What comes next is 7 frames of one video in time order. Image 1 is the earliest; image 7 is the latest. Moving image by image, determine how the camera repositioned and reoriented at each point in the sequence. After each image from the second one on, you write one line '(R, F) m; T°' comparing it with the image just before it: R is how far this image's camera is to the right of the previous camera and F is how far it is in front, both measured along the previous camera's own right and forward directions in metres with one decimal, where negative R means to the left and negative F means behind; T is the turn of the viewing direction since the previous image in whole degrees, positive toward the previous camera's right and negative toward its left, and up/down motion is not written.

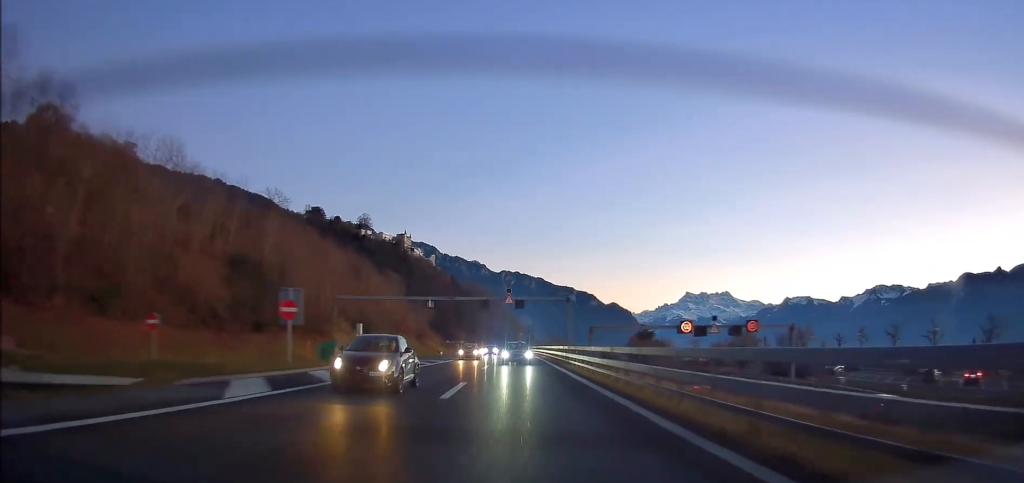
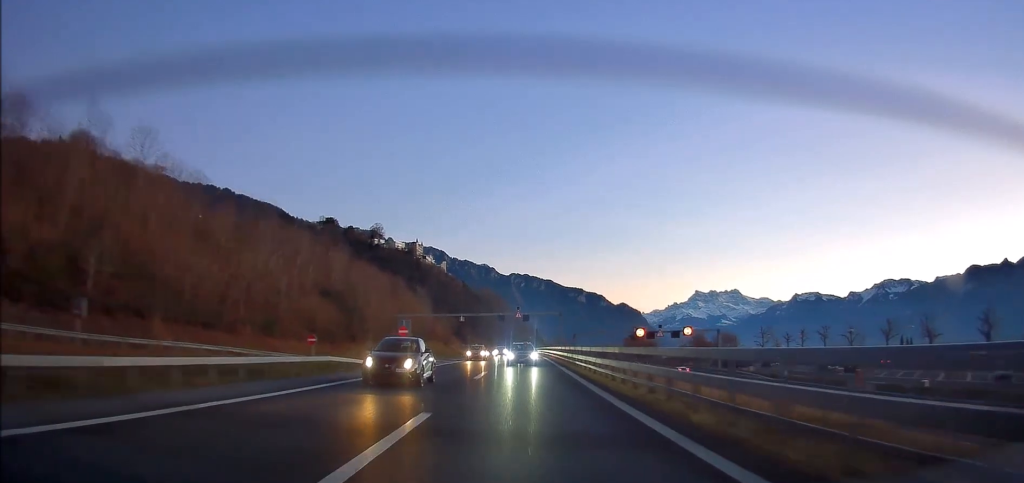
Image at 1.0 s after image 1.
(0.0, +26.9) m; -1°
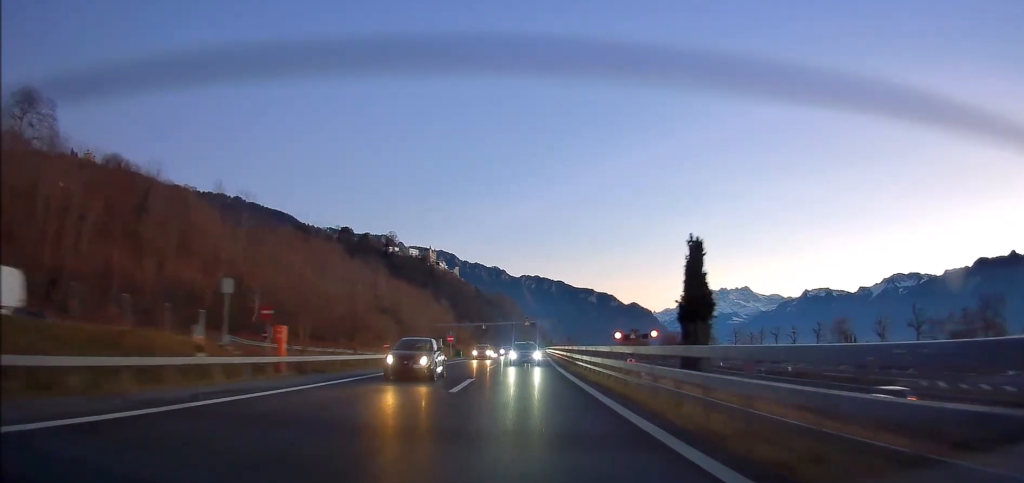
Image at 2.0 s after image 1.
(-0.3, +28.7) m; -1°
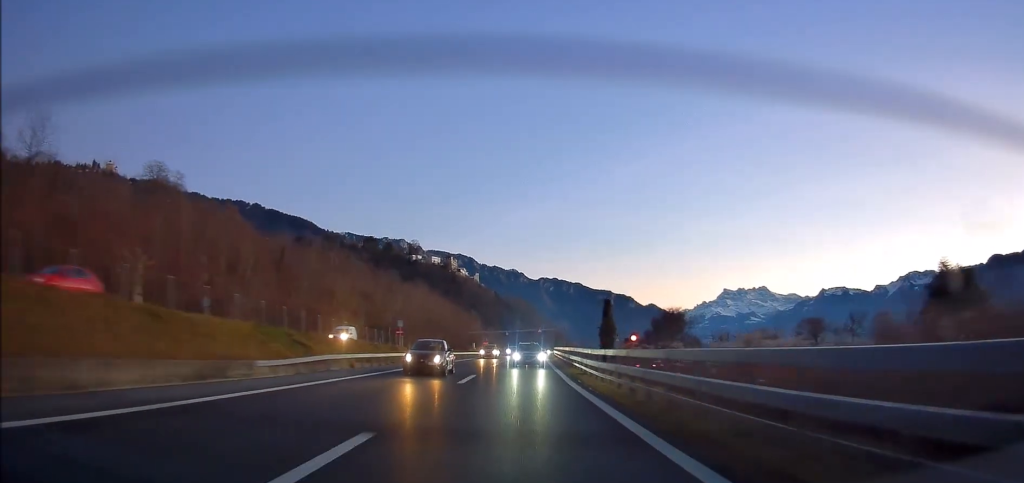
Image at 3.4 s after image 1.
(-0.5, +39.8) m; -2°
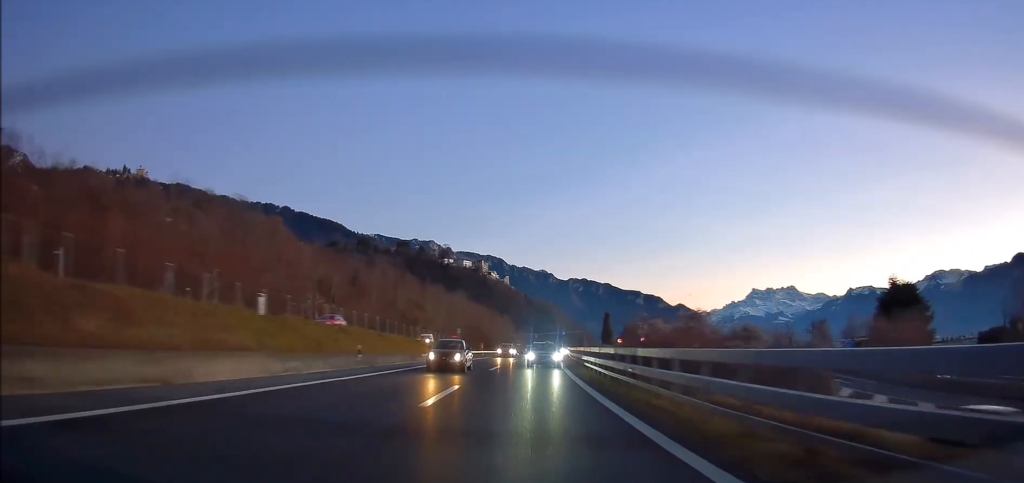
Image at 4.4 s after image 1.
(-0.2, +27.9) m; -2°
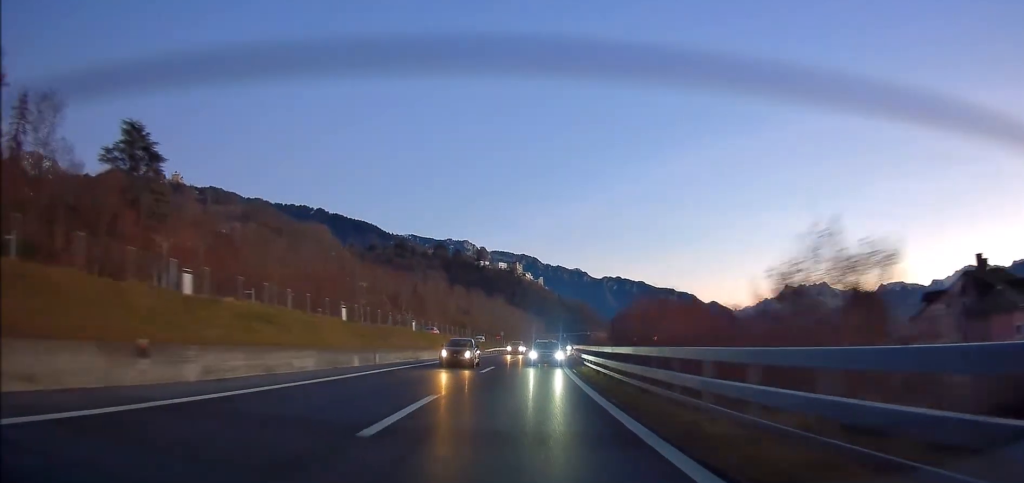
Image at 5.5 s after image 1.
(-0.8, +30.6) m; -3°
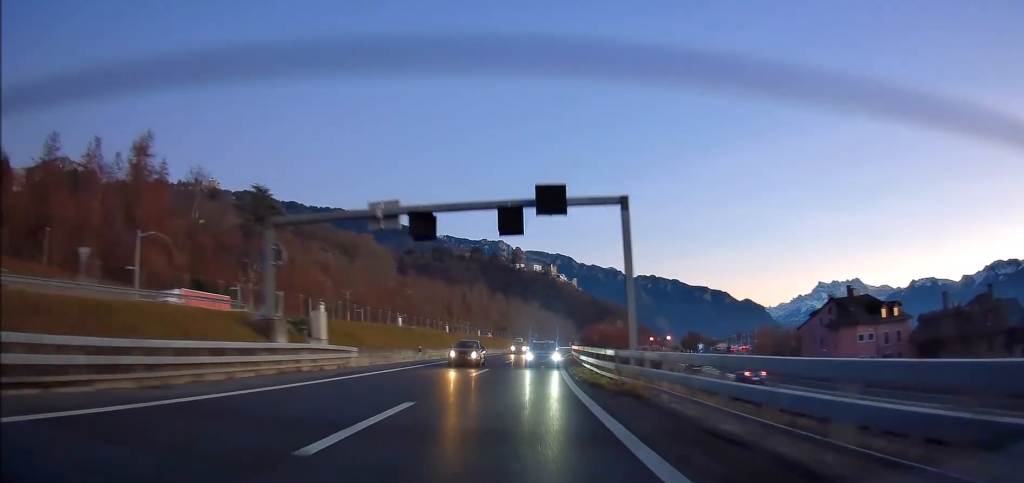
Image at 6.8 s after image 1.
(-1.0, +34.3) m; -4°
